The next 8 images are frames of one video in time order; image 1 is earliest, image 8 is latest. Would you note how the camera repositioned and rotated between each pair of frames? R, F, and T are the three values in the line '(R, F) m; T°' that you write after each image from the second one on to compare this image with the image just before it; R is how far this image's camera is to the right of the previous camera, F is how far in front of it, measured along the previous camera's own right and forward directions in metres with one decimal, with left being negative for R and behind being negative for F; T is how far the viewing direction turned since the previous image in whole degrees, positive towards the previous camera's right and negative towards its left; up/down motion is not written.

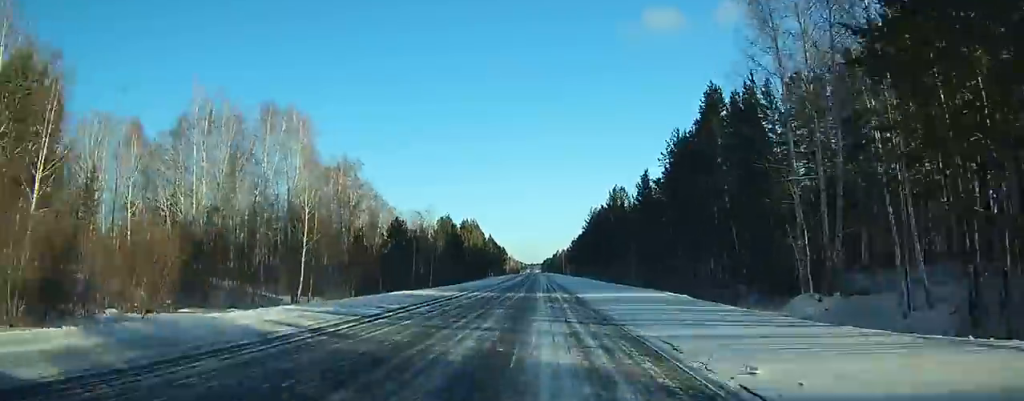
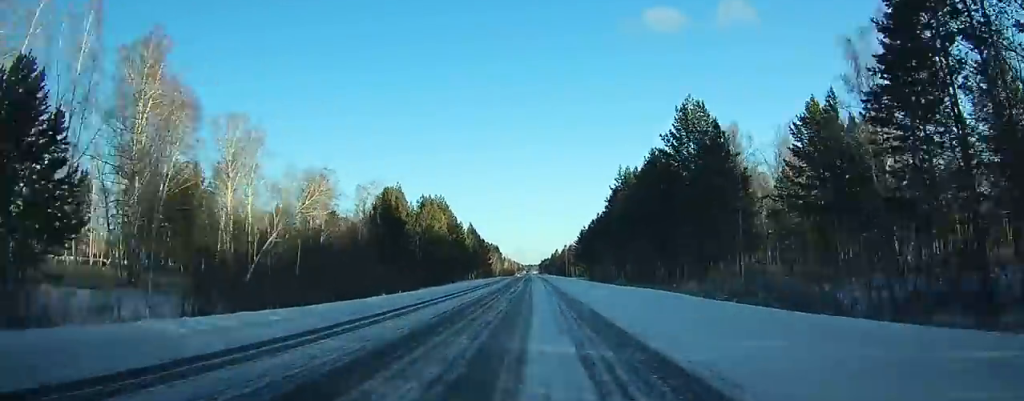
(-0.7, +57.9) m; -1°
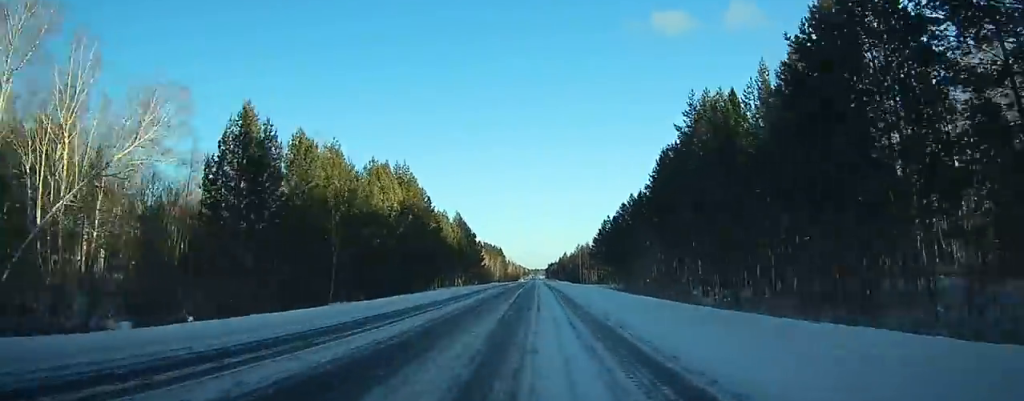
(-0.4, +40.6) m; -1°
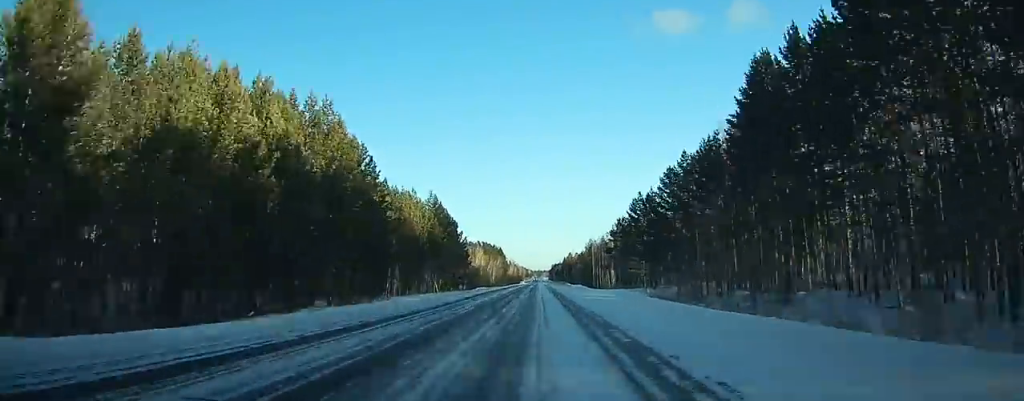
(-0.1, +34.3) m; 0°
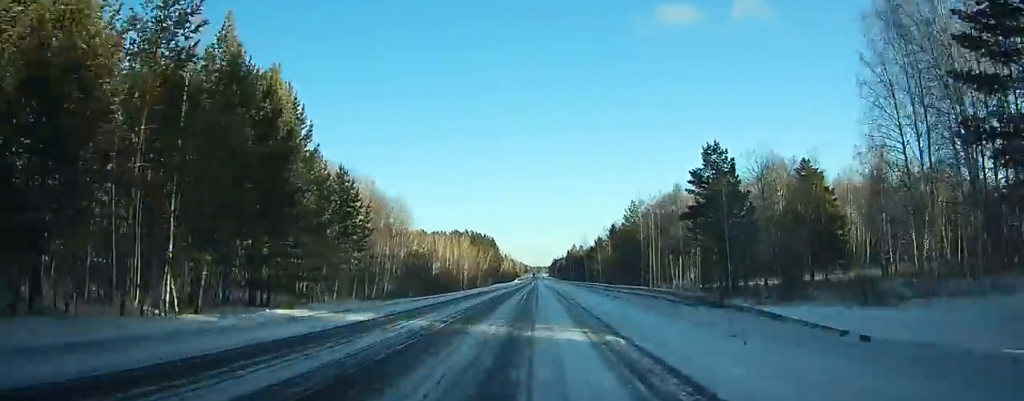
(0.0, +71.6) m; 0°
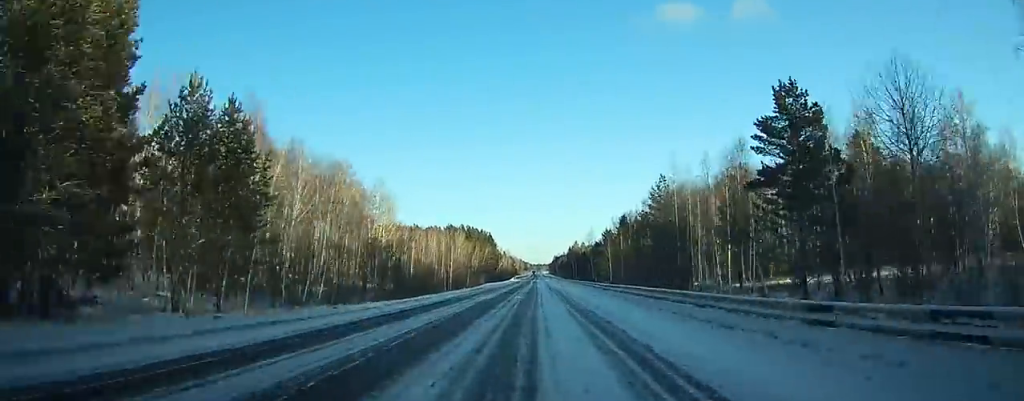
(-0.1, +20.1) m; 0°
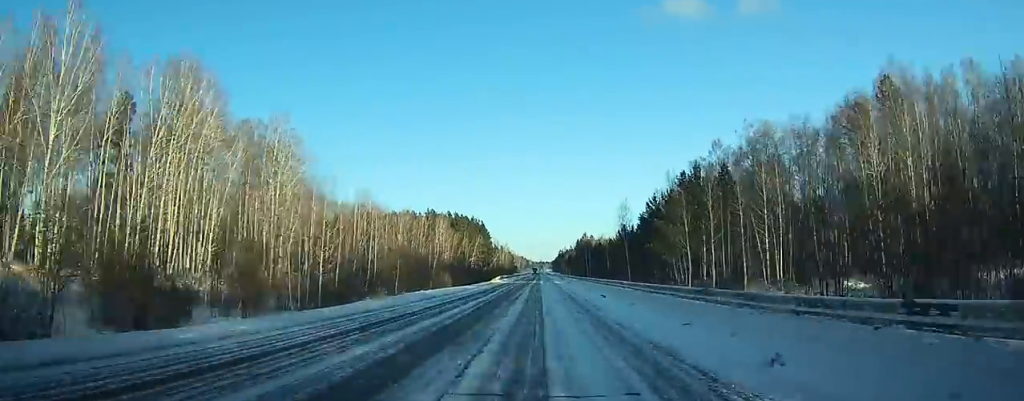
(+0.2, +61.7) m; 0°
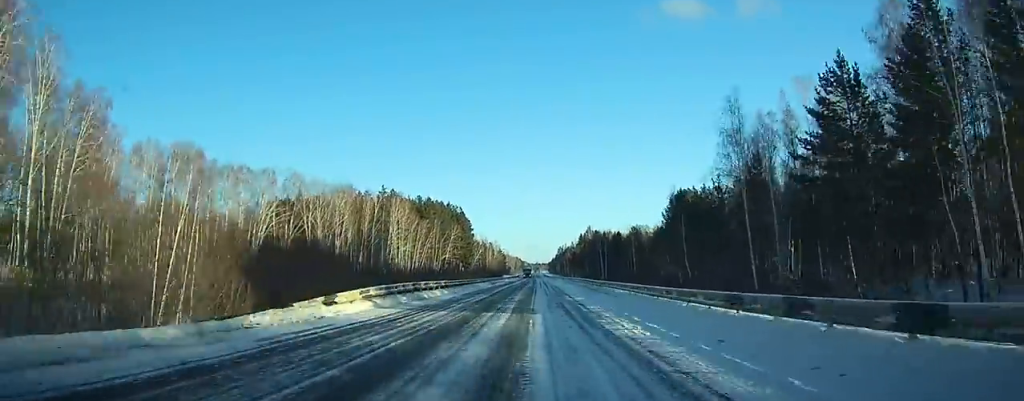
(-0.1, +62.9) m; 0°
